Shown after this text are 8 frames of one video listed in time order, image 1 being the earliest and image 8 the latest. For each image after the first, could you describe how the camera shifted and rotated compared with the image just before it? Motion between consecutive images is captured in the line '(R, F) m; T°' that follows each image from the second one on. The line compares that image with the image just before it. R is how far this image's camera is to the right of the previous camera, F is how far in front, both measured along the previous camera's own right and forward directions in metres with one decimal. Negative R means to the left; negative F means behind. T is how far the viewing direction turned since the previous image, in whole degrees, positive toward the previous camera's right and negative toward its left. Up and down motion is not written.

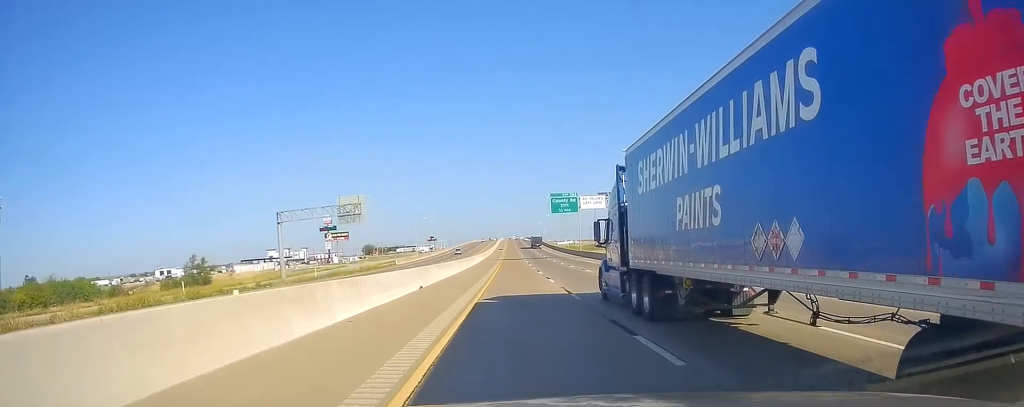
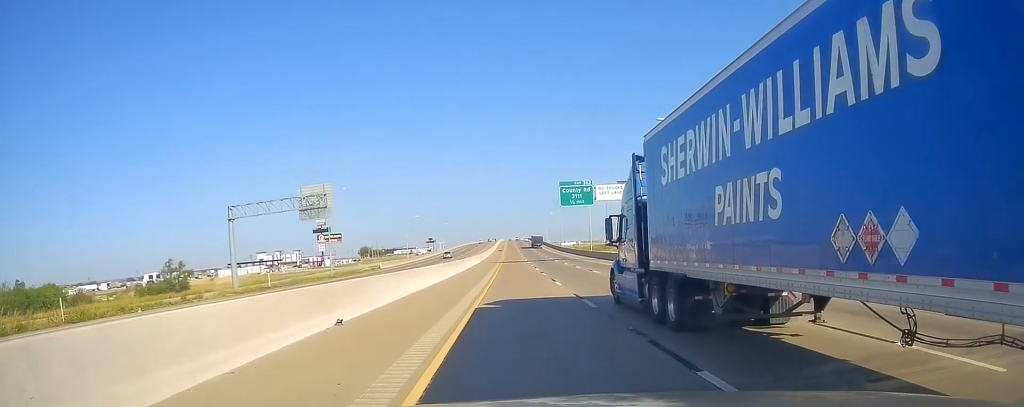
(0.0, +15.5) m; 0°
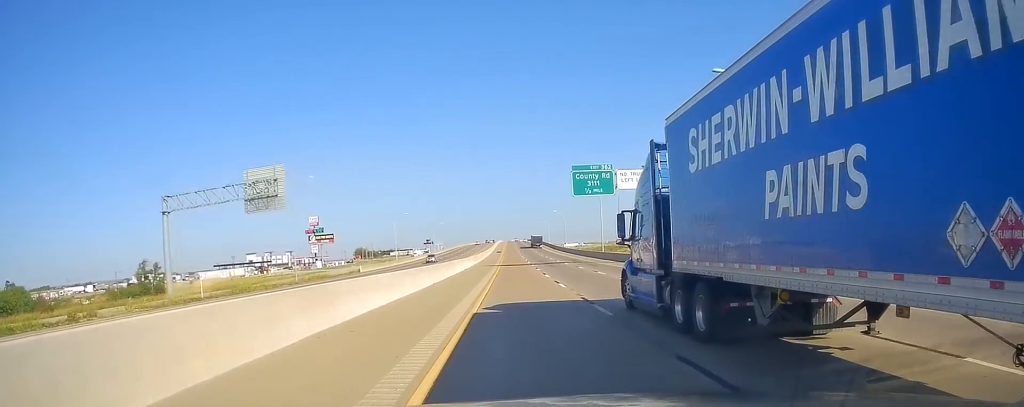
(0.0, +14.3) m; 0°
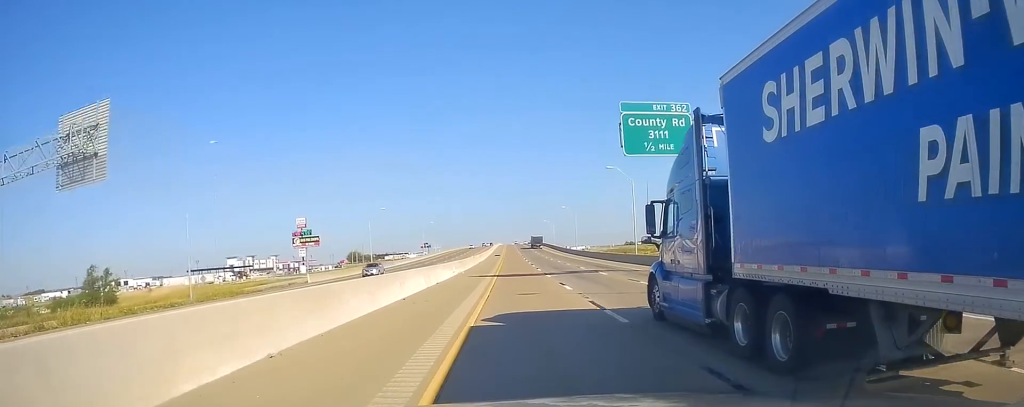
(-0.1, +25.2) m; +1°
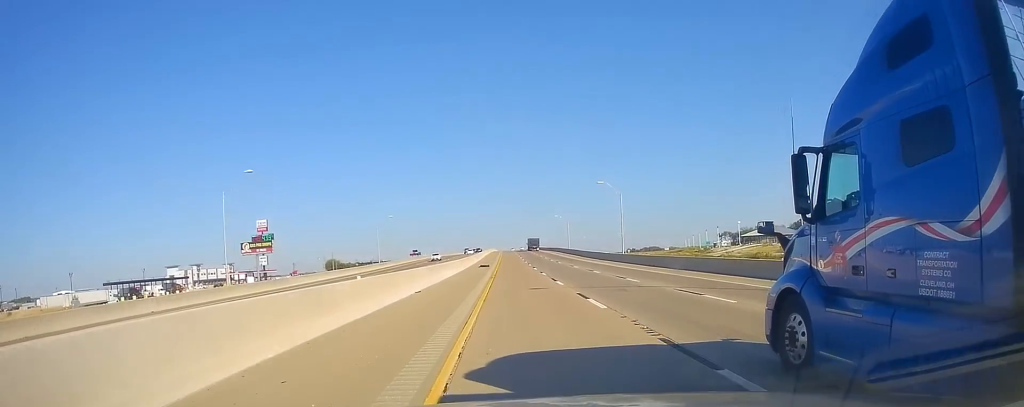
(+0.2, +58.9) m; -1°
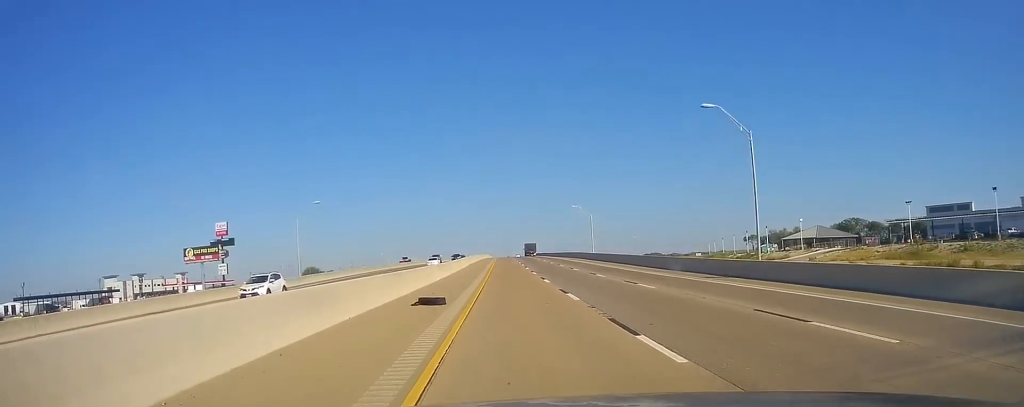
(-0.4, +45.6) m; 0°
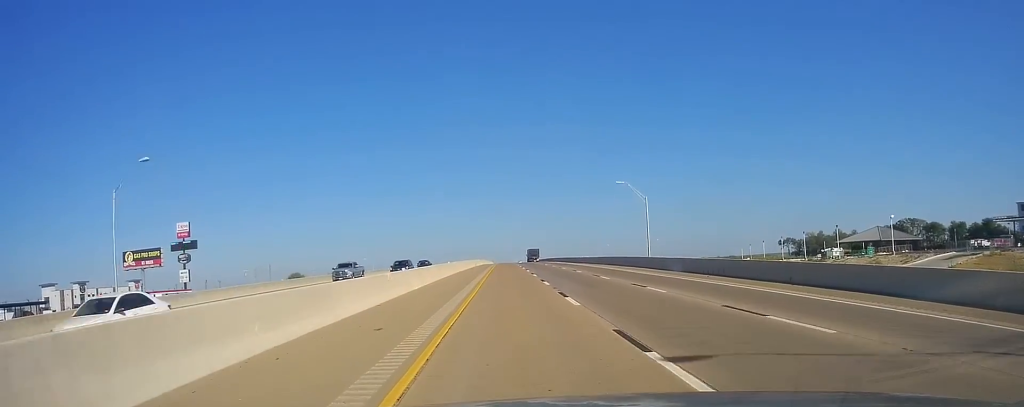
(+0.4, +39.1) m; +2°
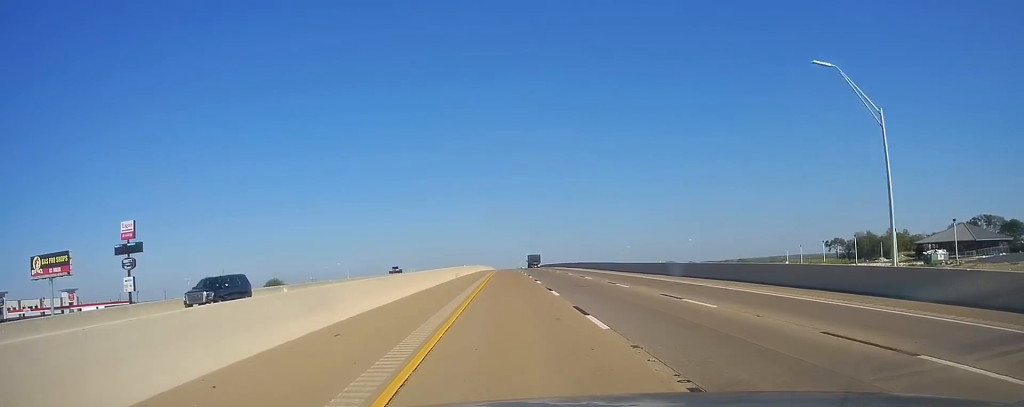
(+0.4, +42.2) m; -1°
